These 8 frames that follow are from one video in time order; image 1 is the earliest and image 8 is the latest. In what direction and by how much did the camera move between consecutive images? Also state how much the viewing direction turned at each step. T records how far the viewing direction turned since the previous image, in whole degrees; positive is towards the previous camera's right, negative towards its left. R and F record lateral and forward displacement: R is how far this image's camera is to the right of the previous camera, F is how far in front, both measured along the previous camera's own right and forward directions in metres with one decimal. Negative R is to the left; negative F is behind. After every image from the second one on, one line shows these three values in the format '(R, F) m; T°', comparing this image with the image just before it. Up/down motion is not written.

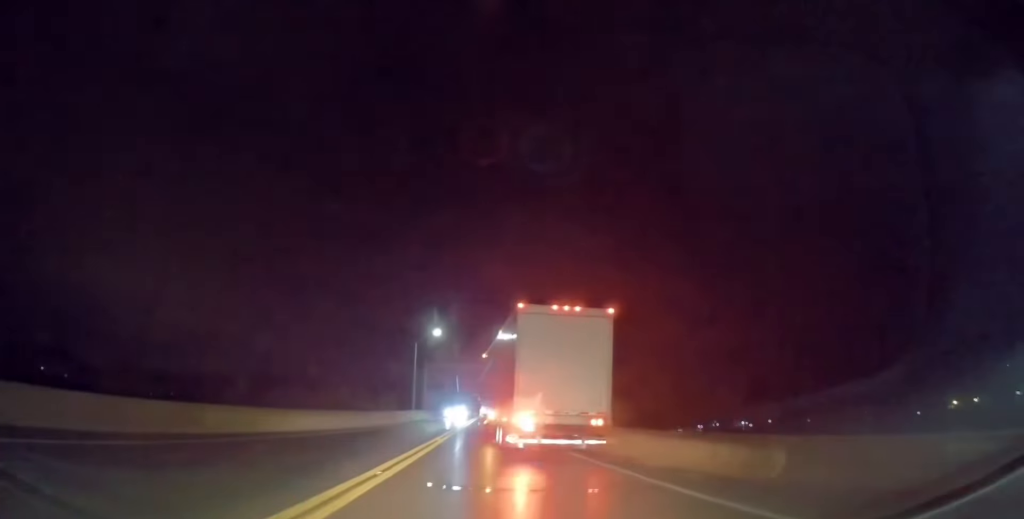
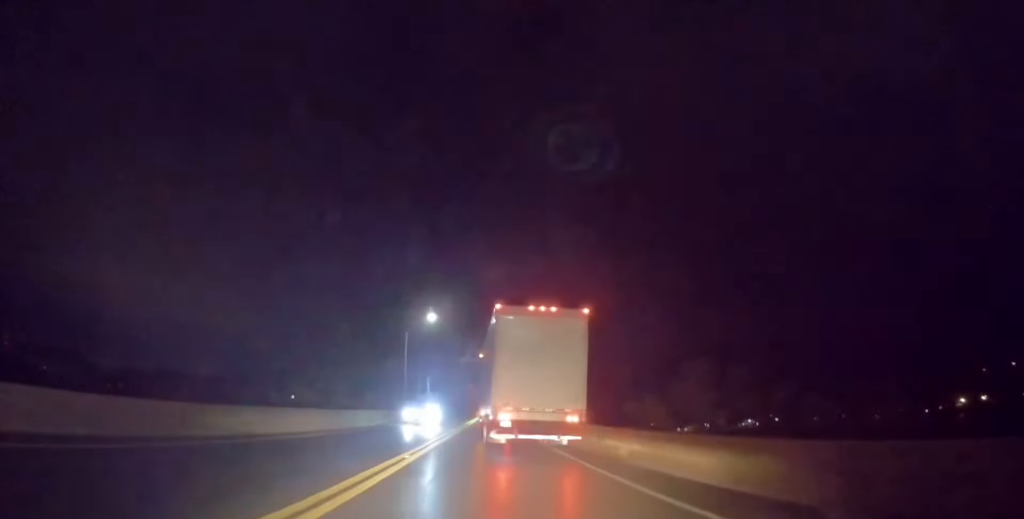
(-0.4, +7.2) m; -3°
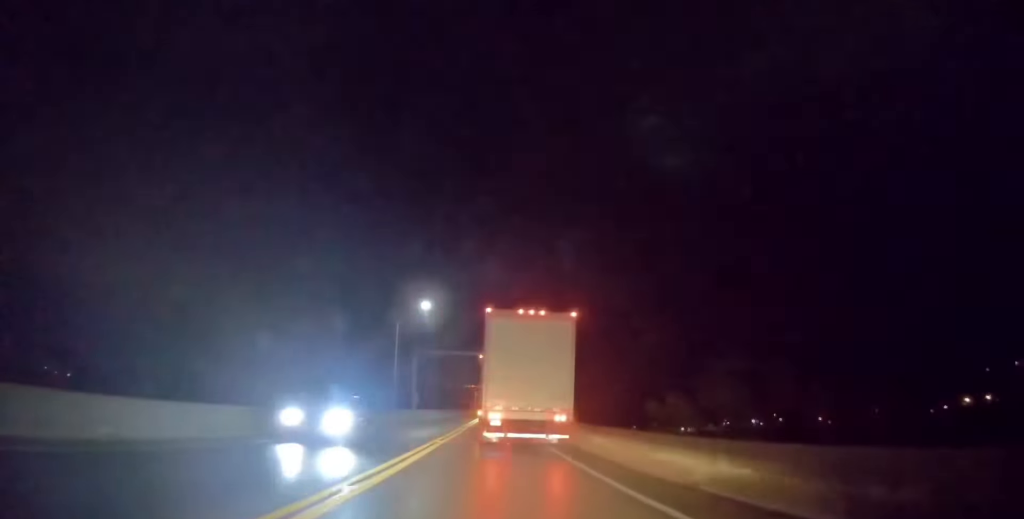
(0.0, +5.0) m; -2°
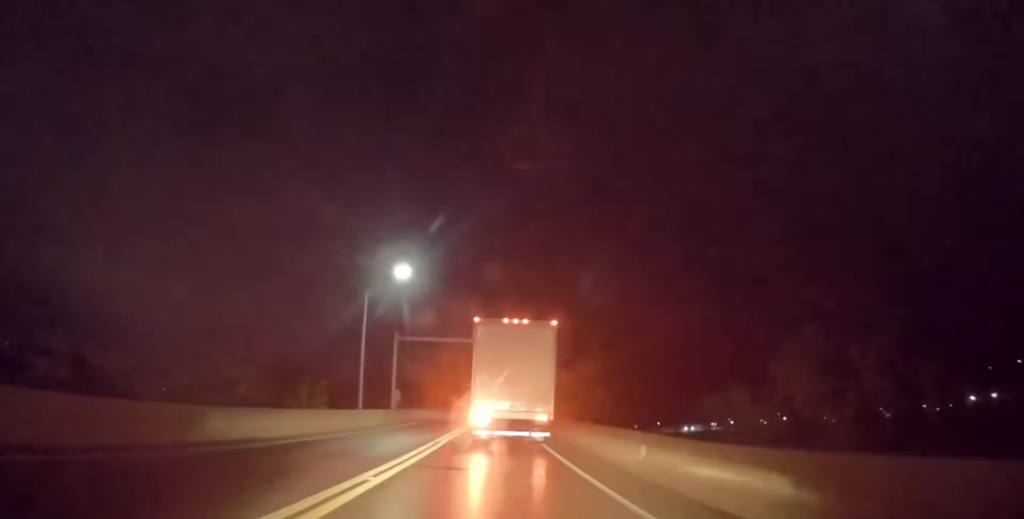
(-0.3, +10.2) m; 0°
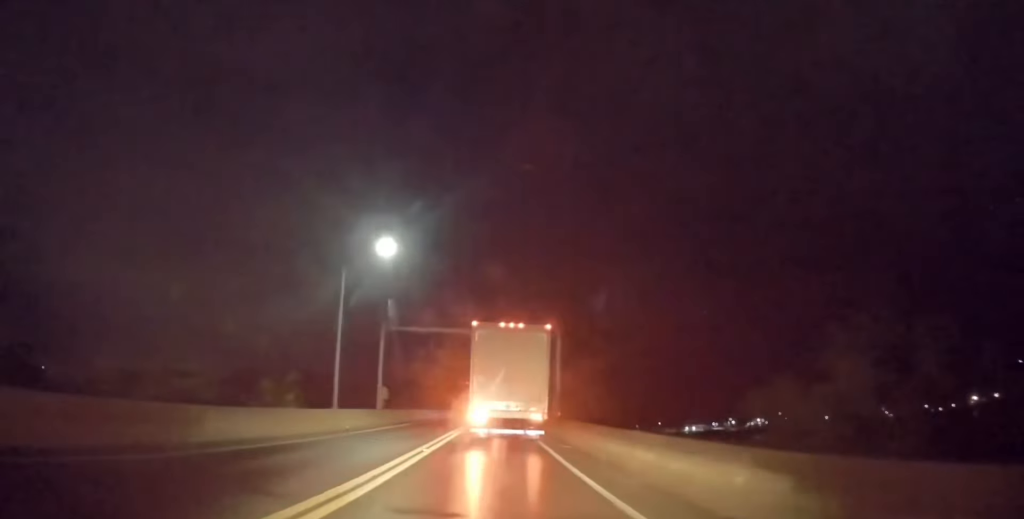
(+0.1, +5.1) m; 0°
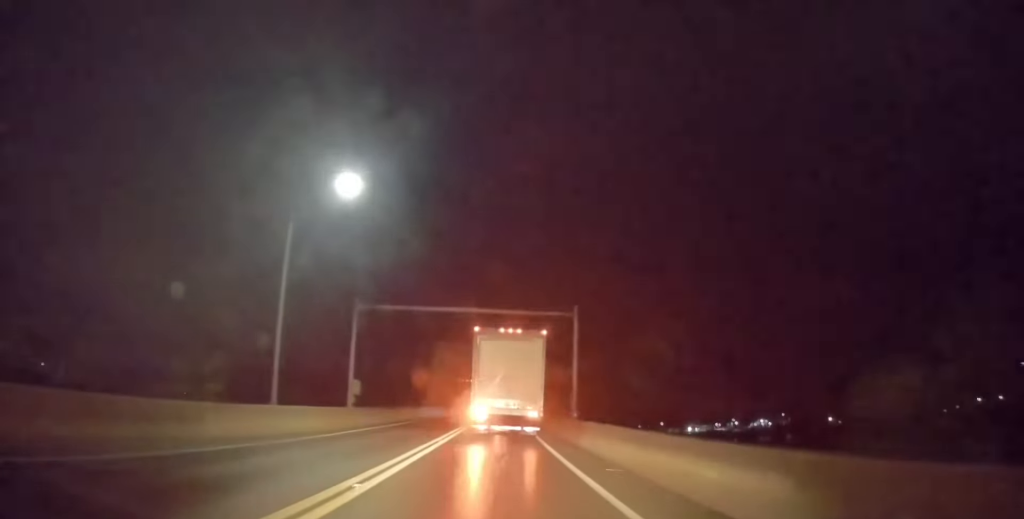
(+0.2, +8.1) m; -1°
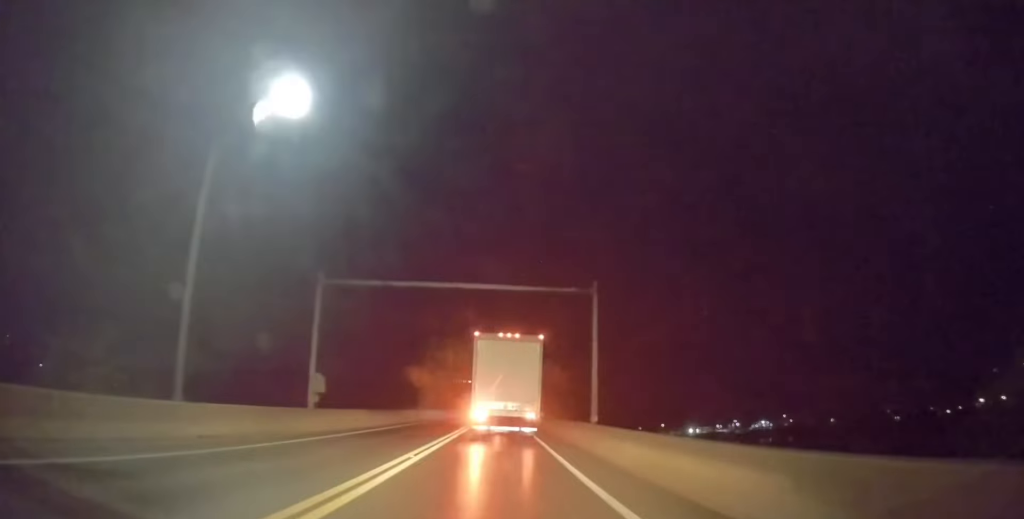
(-0.3, +6.3) m; -3°
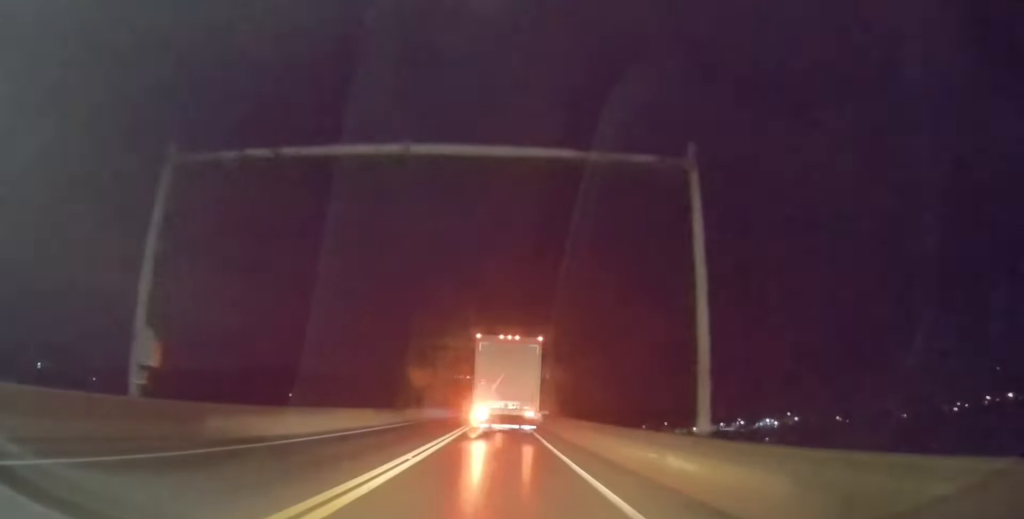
(-0.2, +12.4) m; 0°
